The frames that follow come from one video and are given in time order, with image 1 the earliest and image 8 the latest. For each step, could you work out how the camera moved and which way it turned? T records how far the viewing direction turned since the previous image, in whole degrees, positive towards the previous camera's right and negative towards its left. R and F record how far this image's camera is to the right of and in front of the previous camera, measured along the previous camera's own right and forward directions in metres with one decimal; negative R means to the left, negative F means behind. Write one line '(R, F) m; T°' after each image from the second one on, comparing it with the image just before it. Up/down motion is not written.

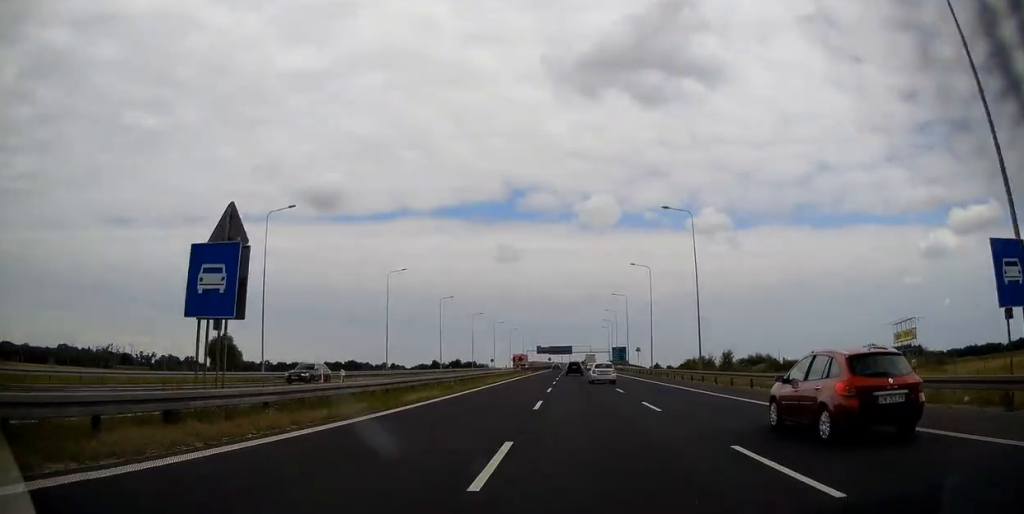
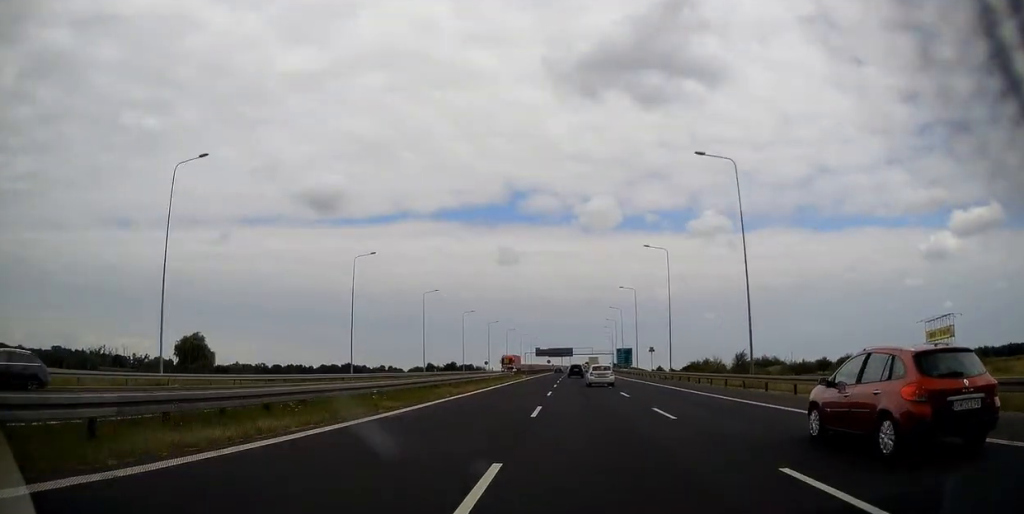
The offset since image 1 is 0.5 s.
(0.0, +14.2) m; 0°
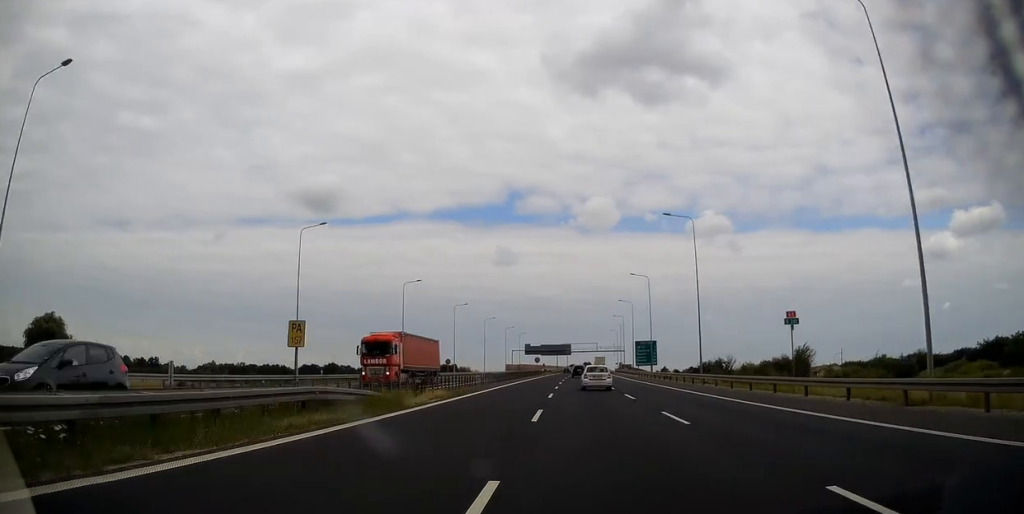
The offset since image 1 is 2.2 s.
(+0.1, +49.4) m; 0°
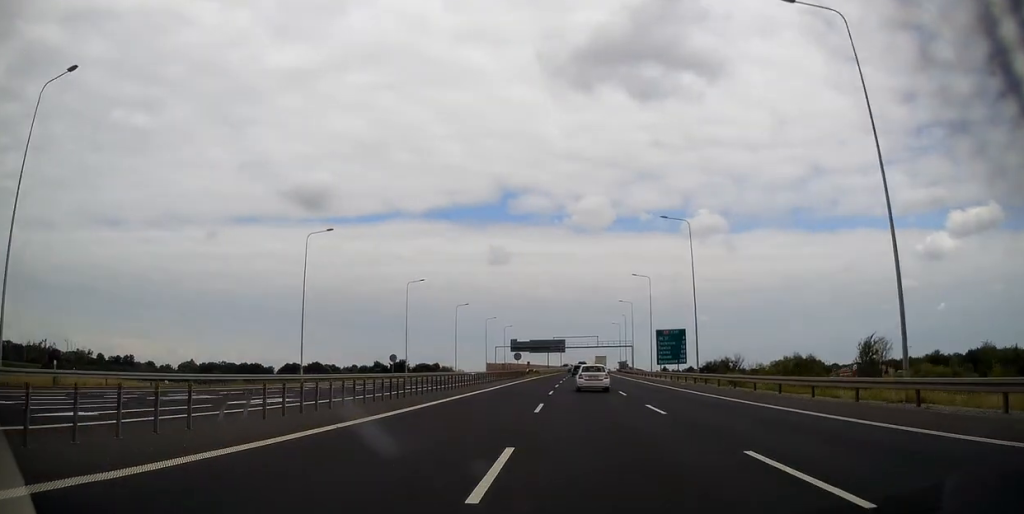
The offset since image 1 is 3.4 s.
(+0.2, +33.3) m; 0°
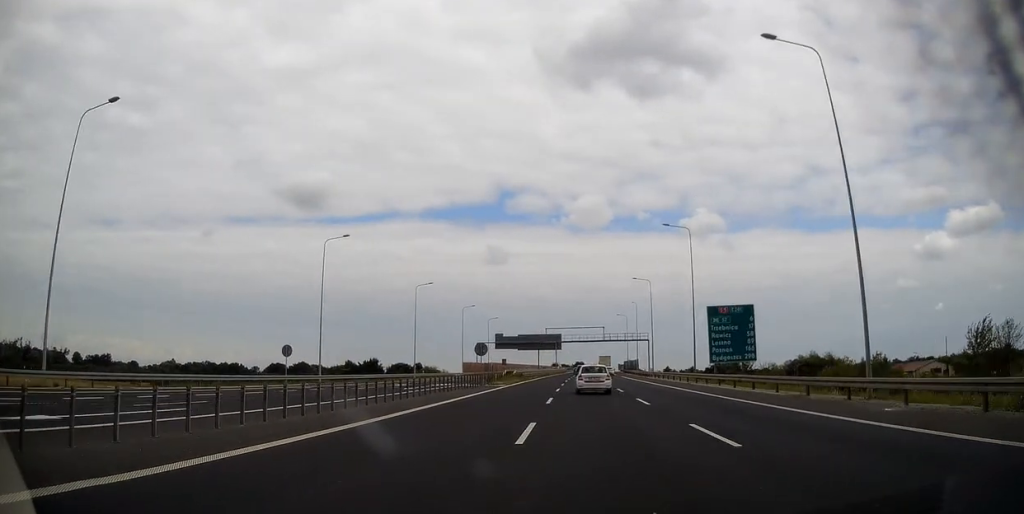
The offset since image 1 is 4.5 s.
(0.0, +31.5) m; 0°
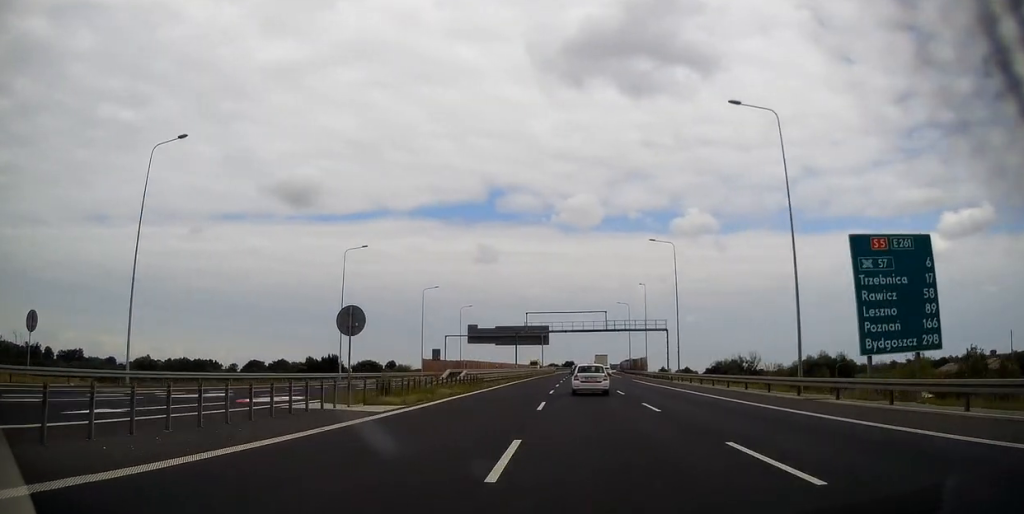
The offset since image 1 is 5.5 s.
(0.0, +28.8) m; +1°
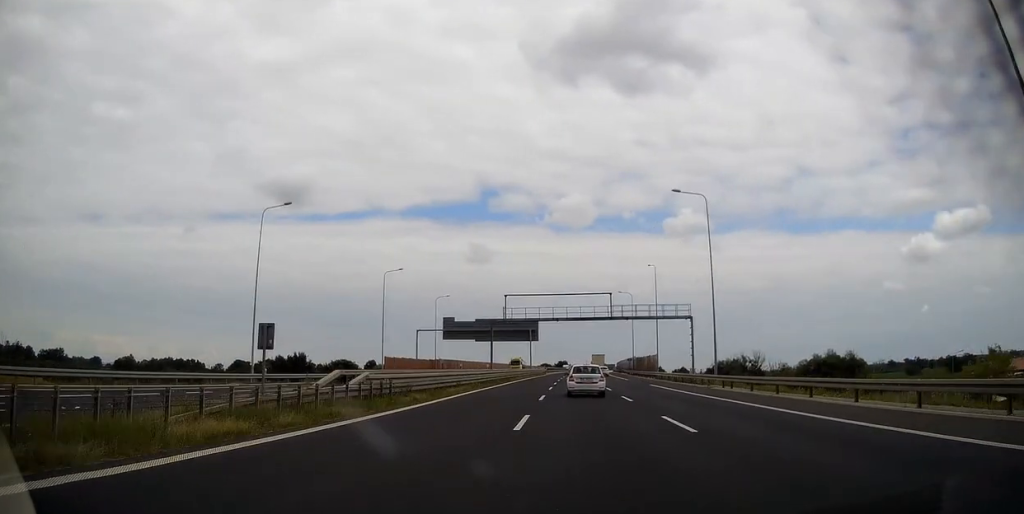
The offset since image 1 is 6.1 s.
(+0.1, +18.3) m; +1°
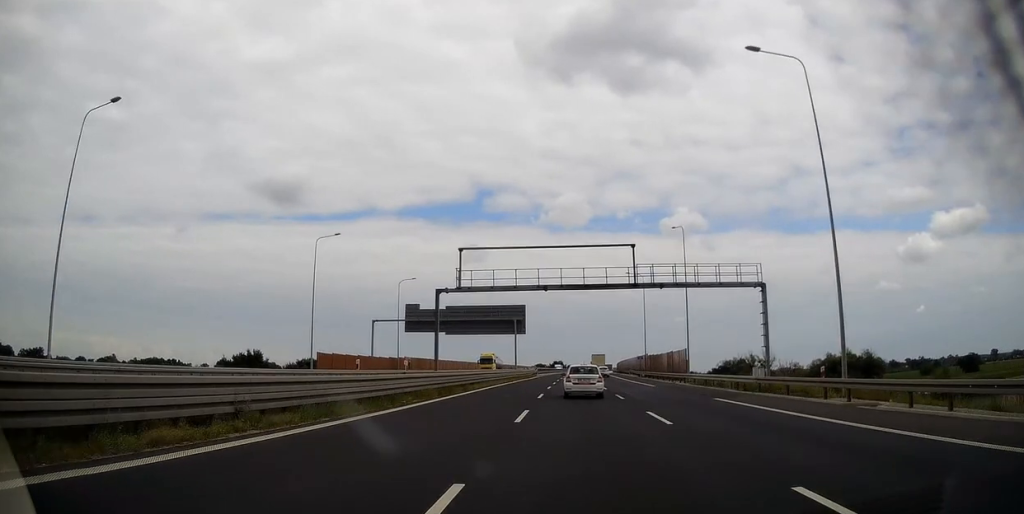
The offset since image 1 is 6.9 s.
(+0.3, +22.2) m; +1°
